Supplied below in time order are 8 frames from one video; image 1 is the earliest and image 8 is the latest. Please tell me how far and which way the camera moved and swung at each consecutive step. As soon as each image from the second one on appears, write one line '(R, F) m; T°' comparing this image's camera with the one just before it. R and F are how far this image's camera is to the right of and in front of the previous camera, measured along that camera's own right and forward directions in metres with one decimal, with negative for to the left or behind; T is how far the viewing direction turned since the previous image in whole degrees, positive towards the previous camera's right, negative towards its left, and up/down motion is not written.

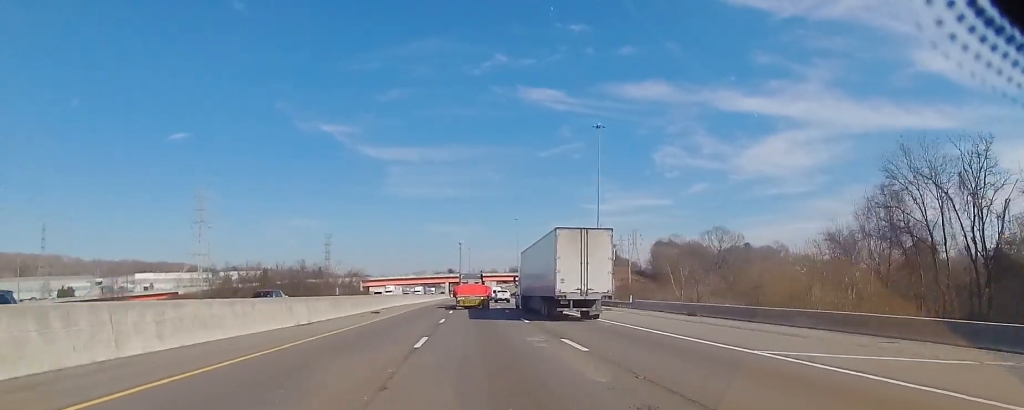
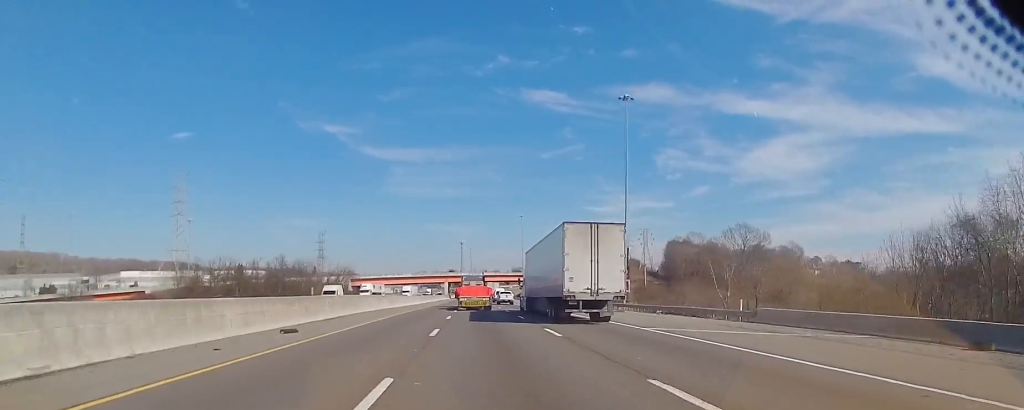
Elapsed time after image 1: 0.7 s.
(0.0, +20.9) m; 0°
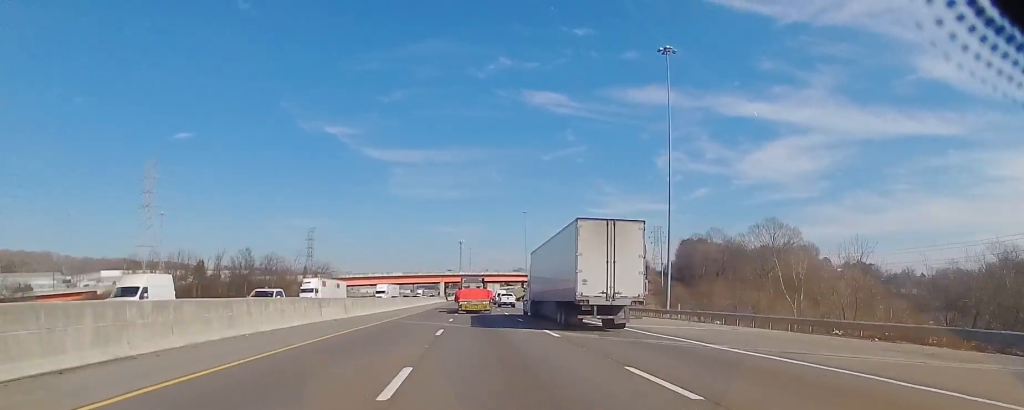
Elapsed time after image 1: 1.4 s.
(-0.2, +22.9) m; 0°
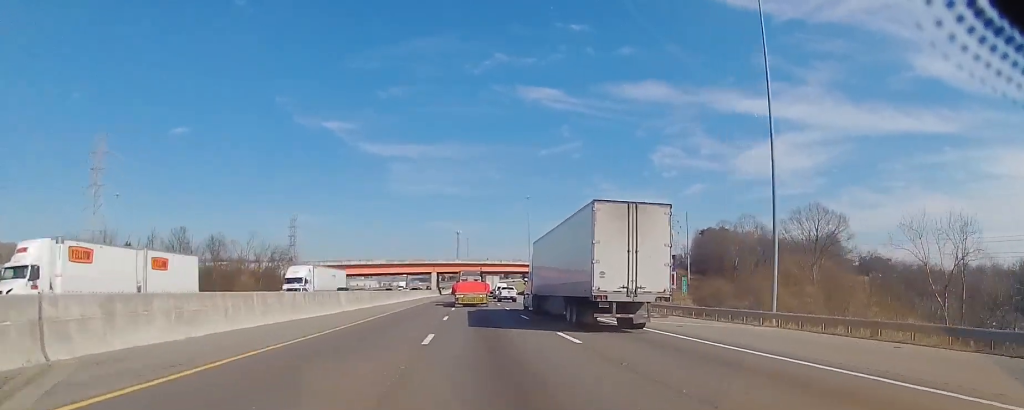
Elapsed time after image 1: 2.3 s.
(+0.1, +29.3) m; 0°
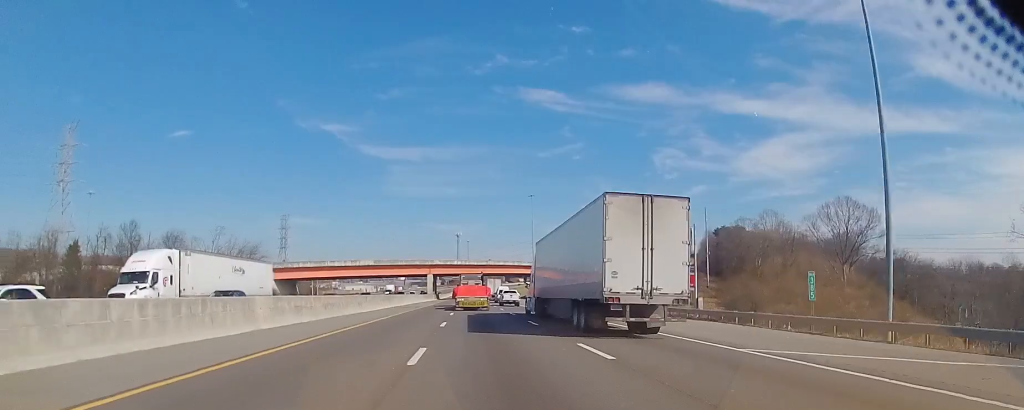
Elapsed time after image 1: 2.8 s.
(0.0, +15.7) m; 0°
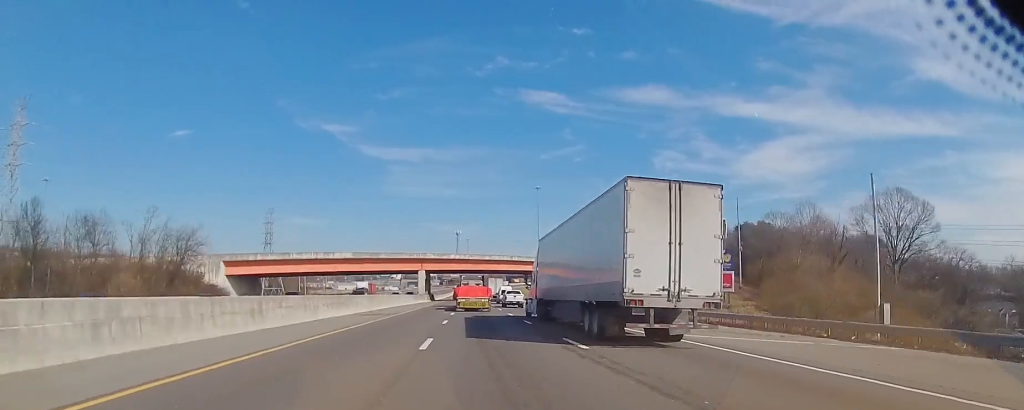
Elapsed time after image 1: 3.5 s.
(-0.2, +22.1) m; -1°
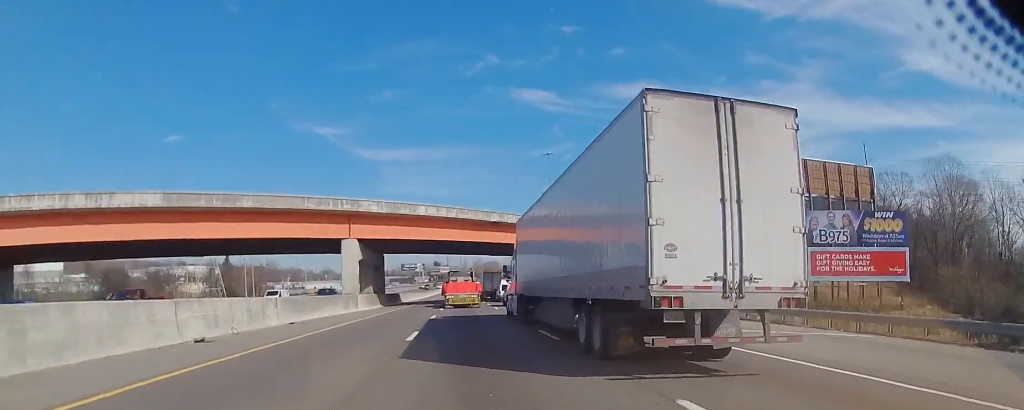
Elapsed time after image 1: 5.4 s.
(0.0, +59.9) m; +1°
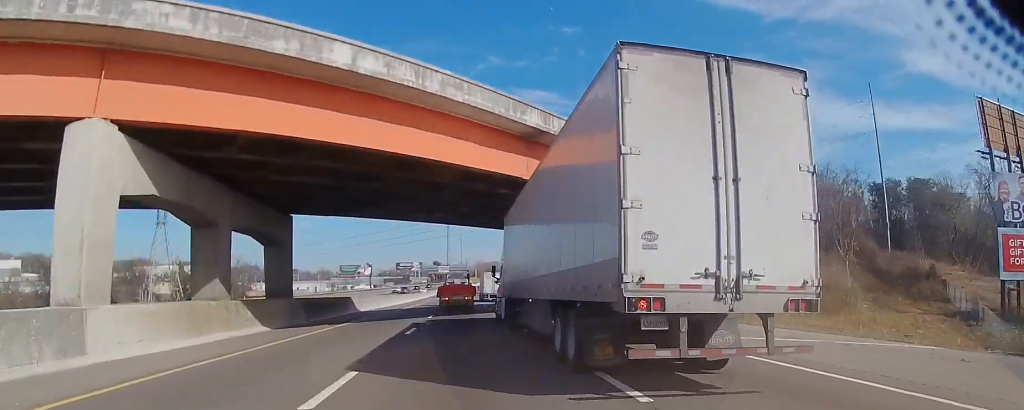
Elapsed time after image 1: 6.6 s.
(+0.7, +34.1) m; 0°
